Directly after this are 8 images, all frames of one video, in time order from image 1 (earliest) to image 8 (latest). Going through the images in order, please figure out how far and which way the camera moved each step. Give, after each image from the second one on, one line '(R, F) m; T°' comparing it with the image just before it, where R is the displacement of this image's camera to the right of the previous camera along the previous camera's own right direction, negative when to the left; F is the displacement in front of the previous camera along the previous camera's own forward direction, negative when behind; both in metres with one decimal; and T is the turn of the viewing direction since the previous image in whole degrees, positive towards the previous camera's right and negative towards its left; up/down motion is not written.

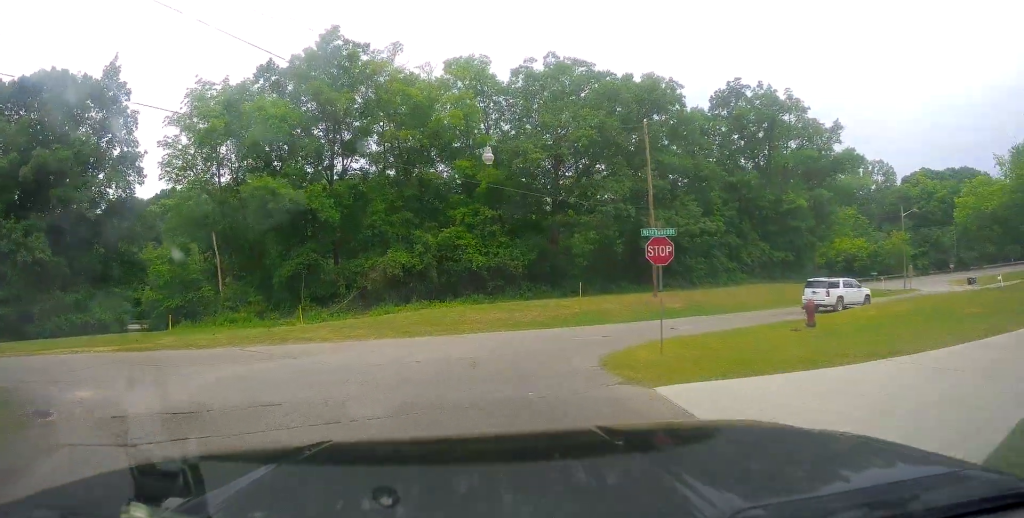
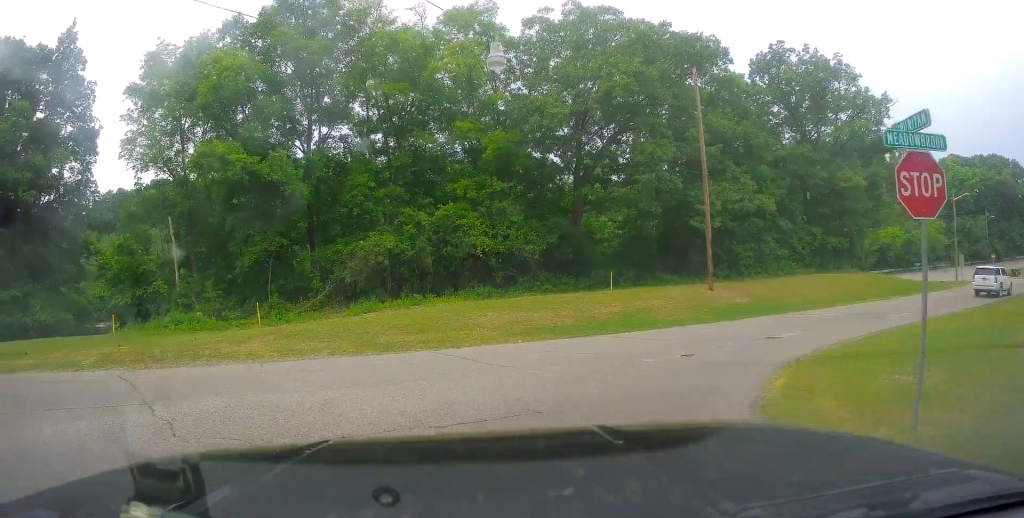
(-0.5, +10.0) m; 0°
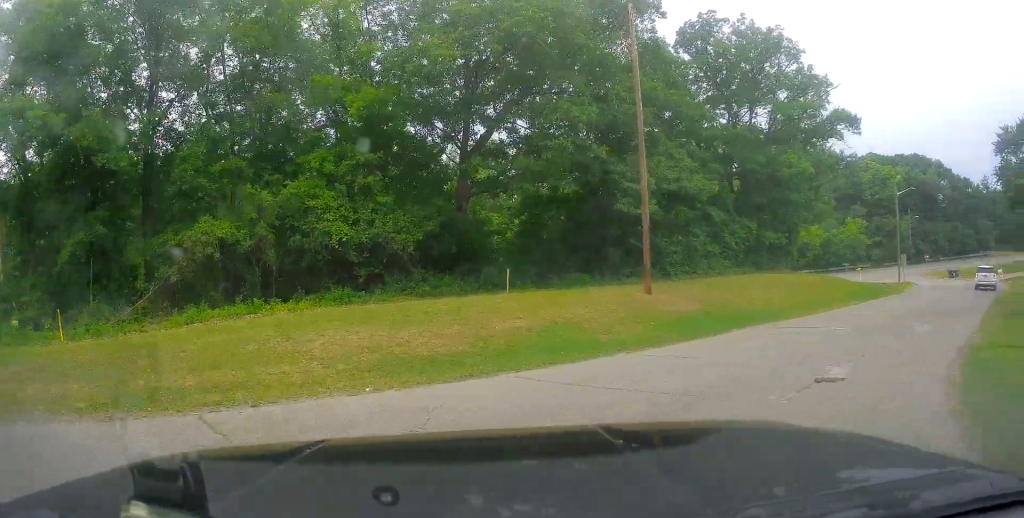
(+0.5, +8.4) m; +13°
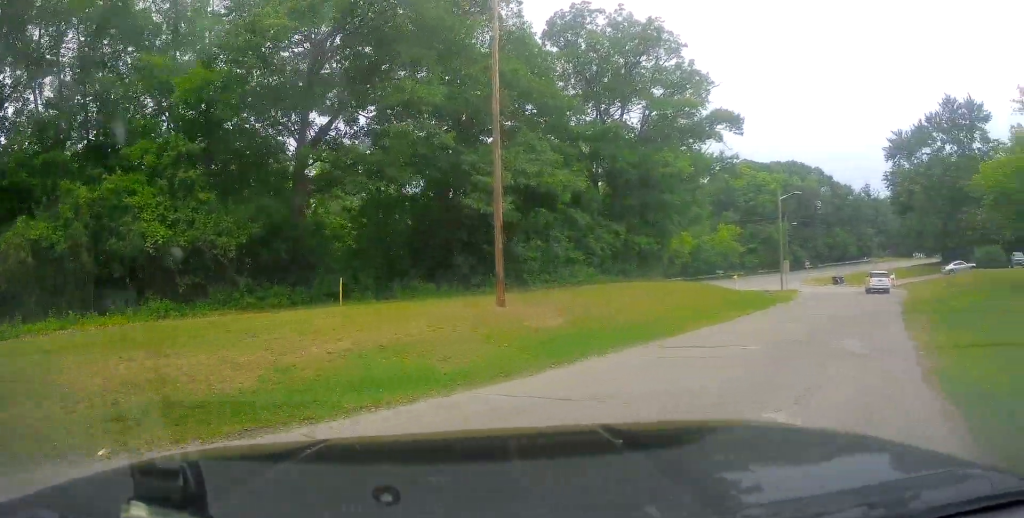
(+0.5, +3.1) m; +17°
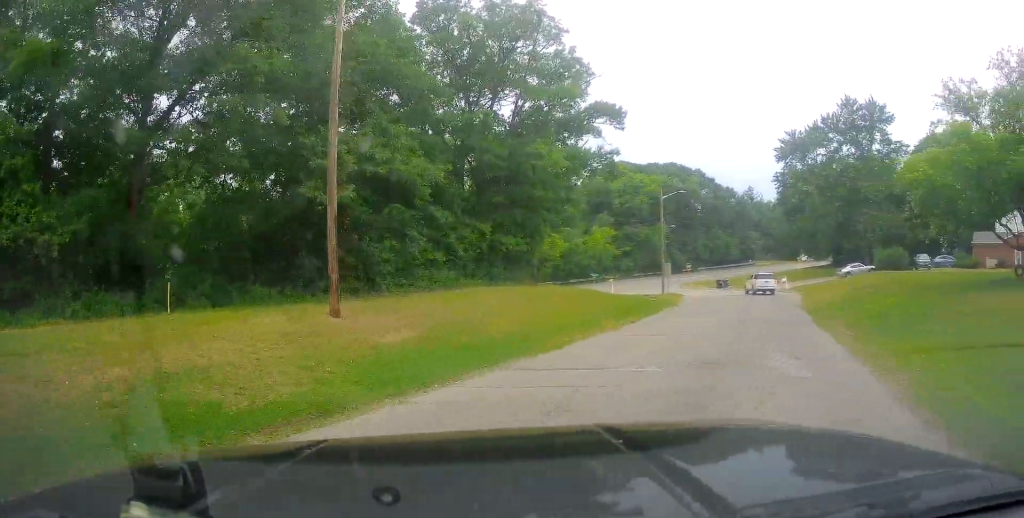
(+0.3, +2.7) m; +11°
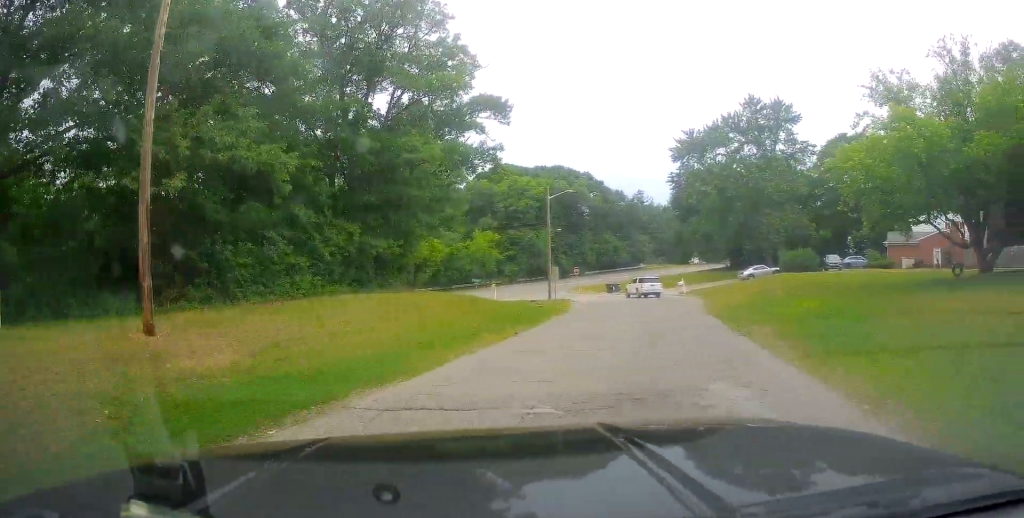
(+0.5, +2.8) m; +6°
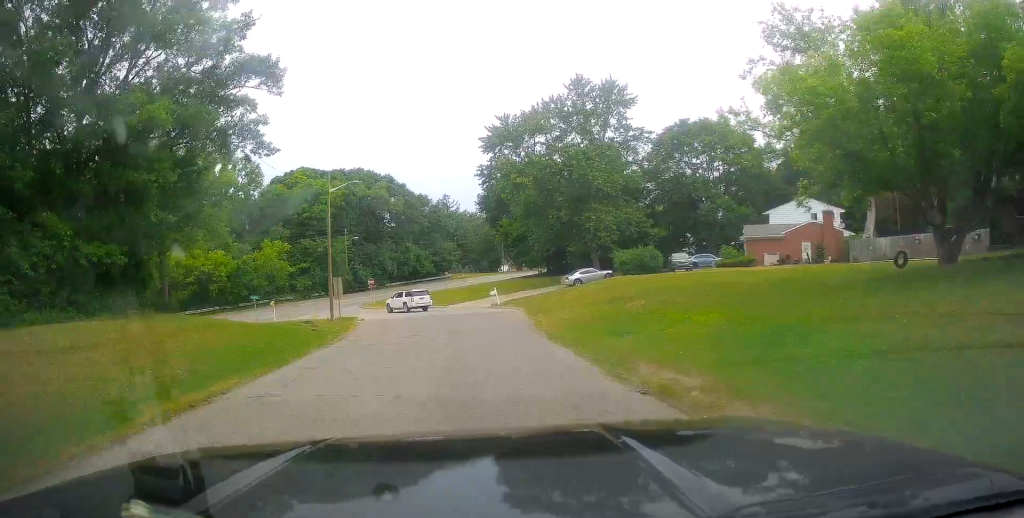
(+0.5, +7.8) m; +9°
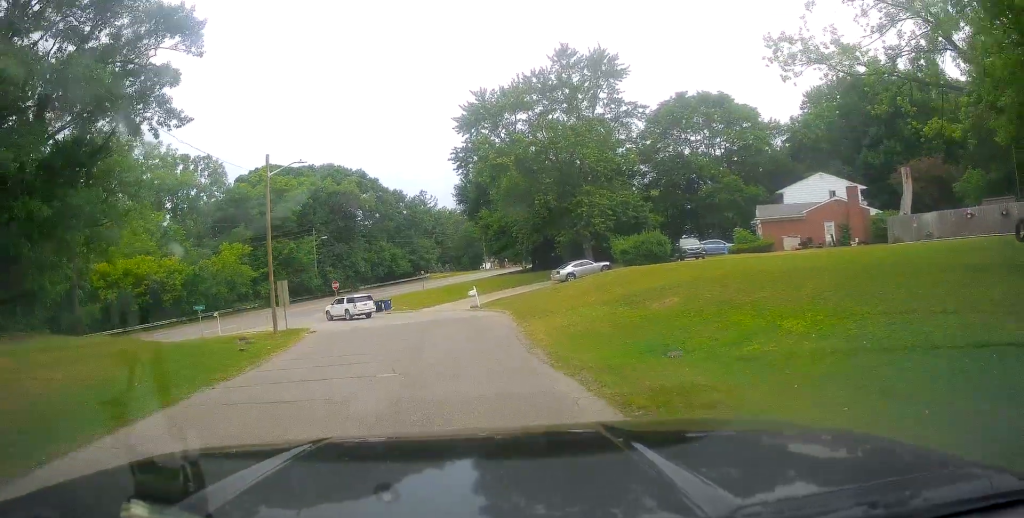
(+0.5, +6.6) m; +6°
